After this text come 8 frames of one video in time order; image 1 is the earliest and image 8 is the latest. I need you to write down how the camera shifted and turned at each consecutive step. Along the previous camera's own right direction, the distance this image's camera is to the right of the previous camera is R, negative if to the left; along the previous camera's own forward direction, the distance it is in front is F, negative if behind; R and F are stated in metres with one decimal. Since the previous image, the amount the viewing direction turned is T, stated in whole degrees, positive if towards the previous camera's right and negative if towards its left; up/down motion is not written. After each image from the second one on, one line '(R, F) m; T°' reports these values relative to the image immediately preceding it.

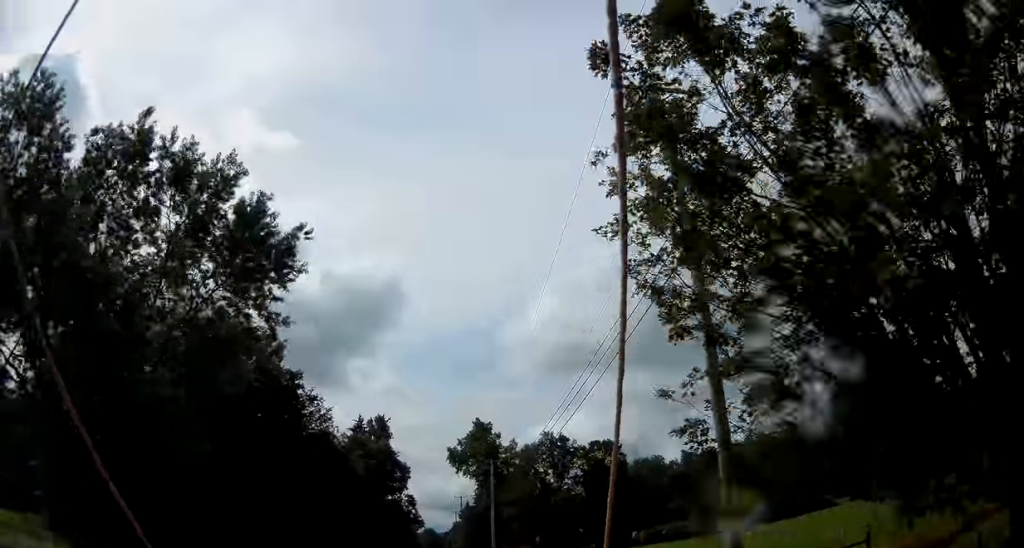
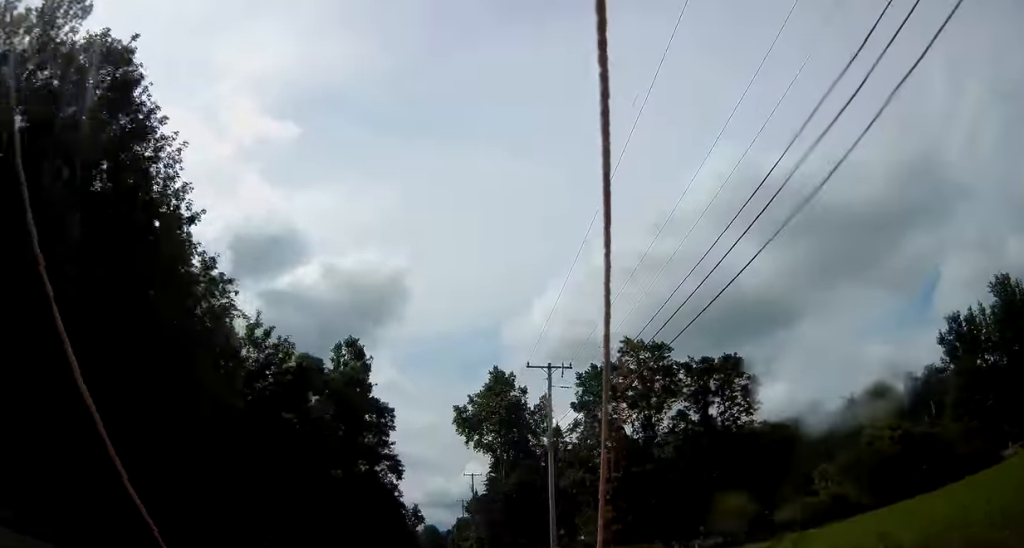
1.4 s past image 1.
(0.0, +32.1) m; -1°
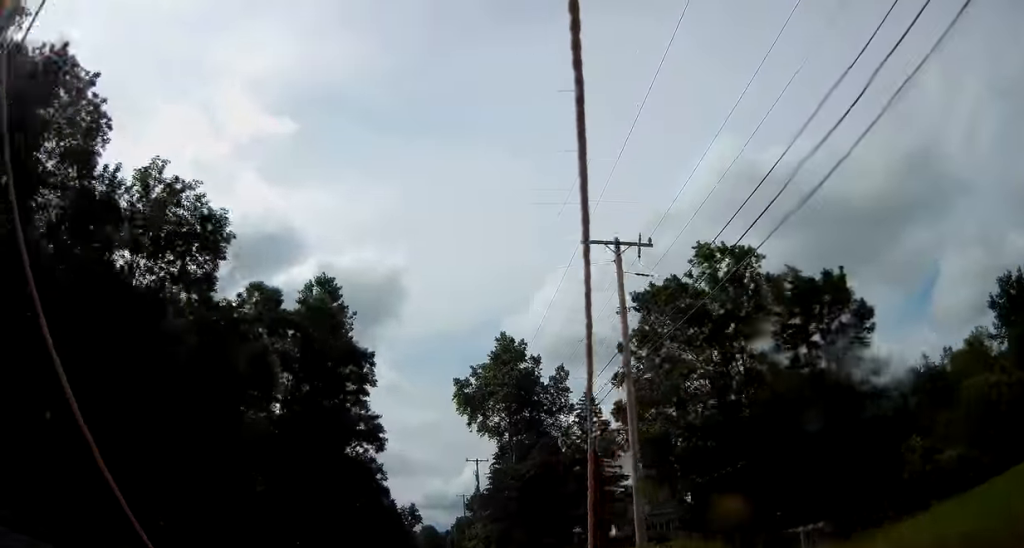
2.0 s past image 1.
(-0.1, +13.6) m; 0°
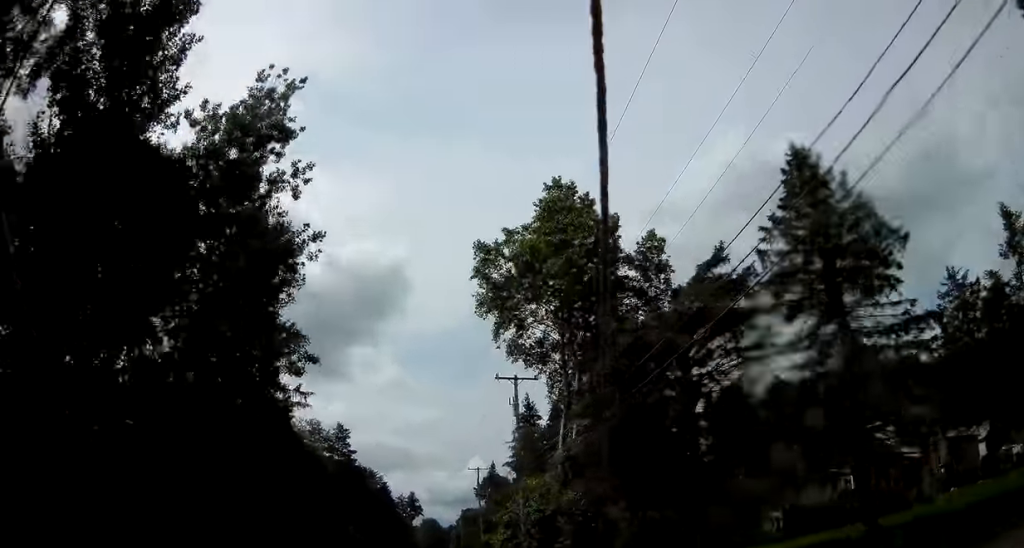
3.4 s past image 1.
(+0.2, +31.0) m; 0°
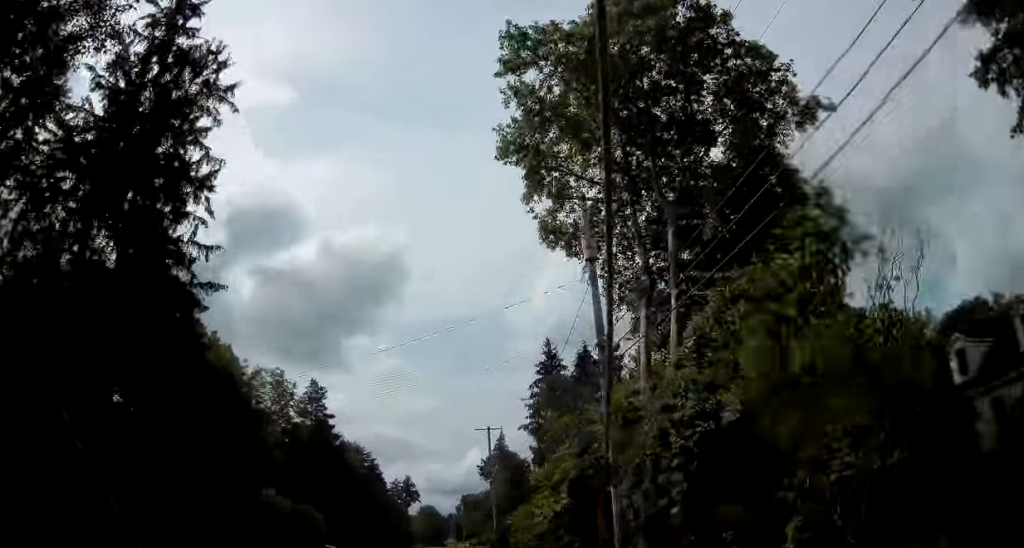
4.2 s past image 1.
(-0.2, +18.1) m; 0°
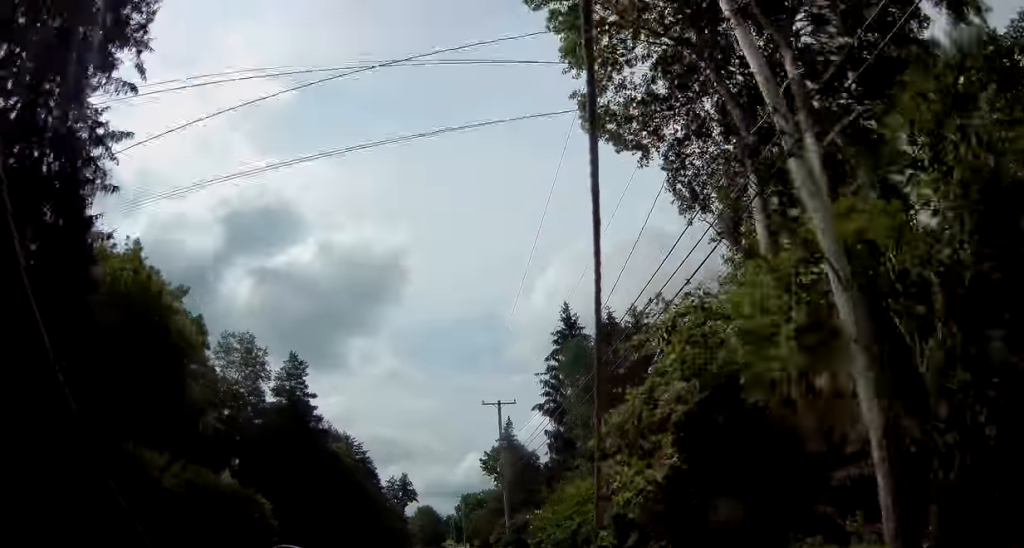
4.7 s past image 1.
(0.0, +10.6) m; 0°
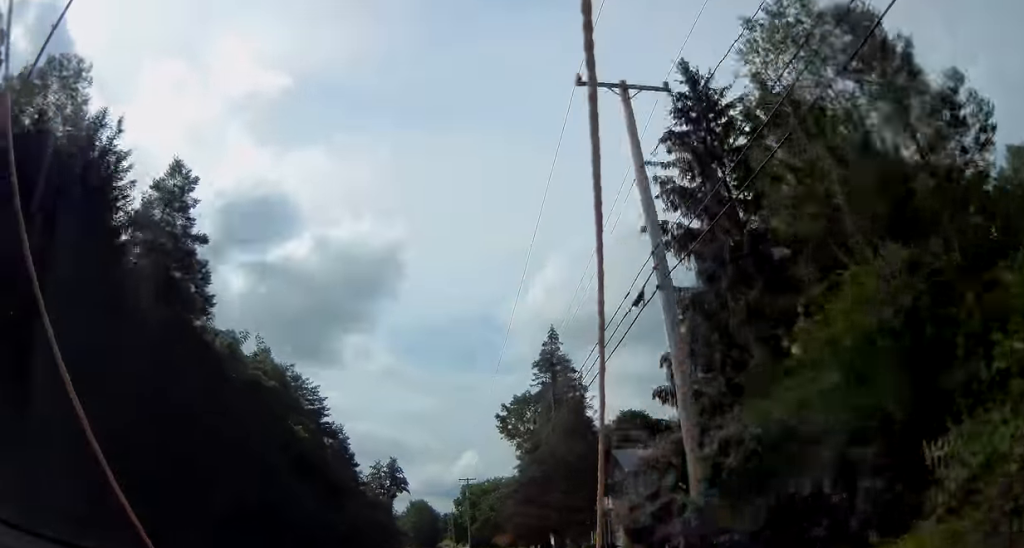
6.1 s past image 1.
(+0.3, +32.0) m; 0°
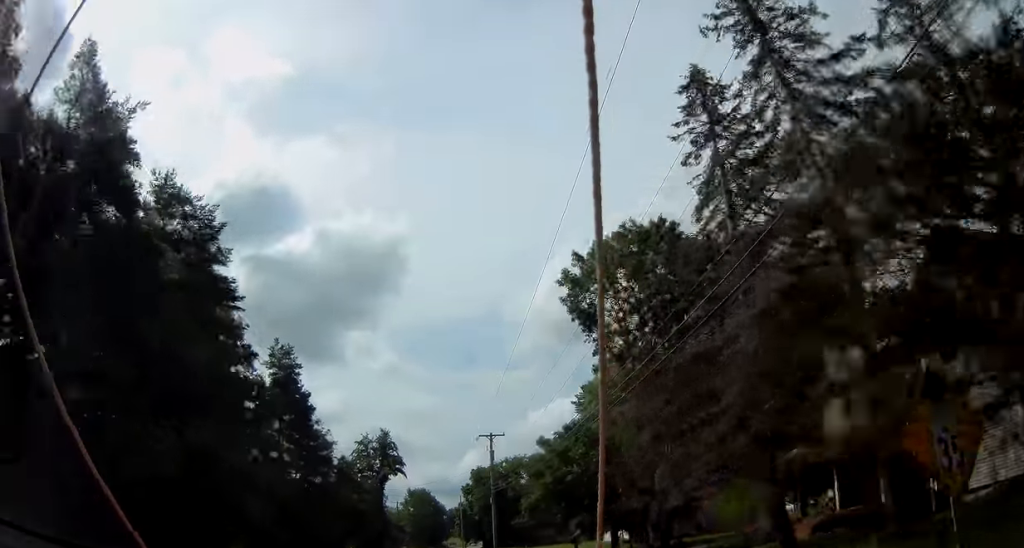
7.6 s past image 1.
(-0.3, +32.7) m; 0°
